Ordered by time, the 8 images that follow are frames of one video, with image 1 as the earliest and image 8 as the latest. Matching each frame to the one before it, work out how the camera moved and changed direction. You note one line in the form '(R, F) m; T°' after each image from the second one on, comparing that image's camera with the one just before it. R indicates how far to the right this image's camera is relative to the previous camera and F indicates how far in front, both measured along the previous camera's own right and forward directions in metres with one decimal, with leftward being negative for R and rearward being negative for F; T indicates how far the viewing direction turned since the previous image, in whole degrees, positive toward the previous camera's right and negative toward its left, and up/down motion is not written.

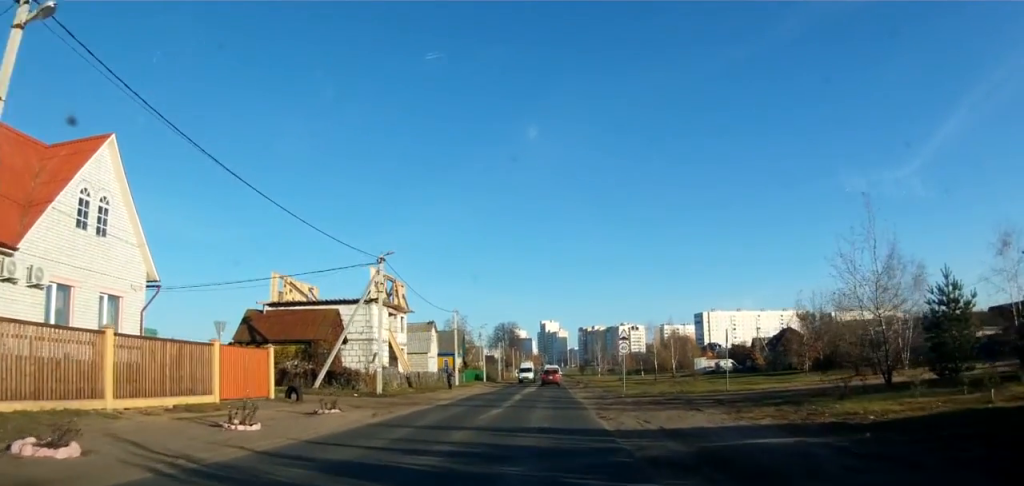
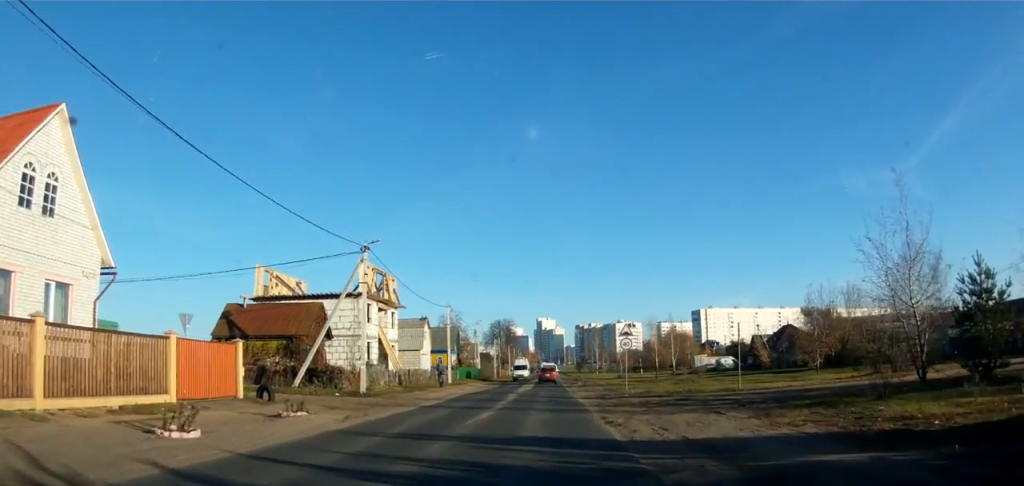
(0.0, +2.5) m; 0°
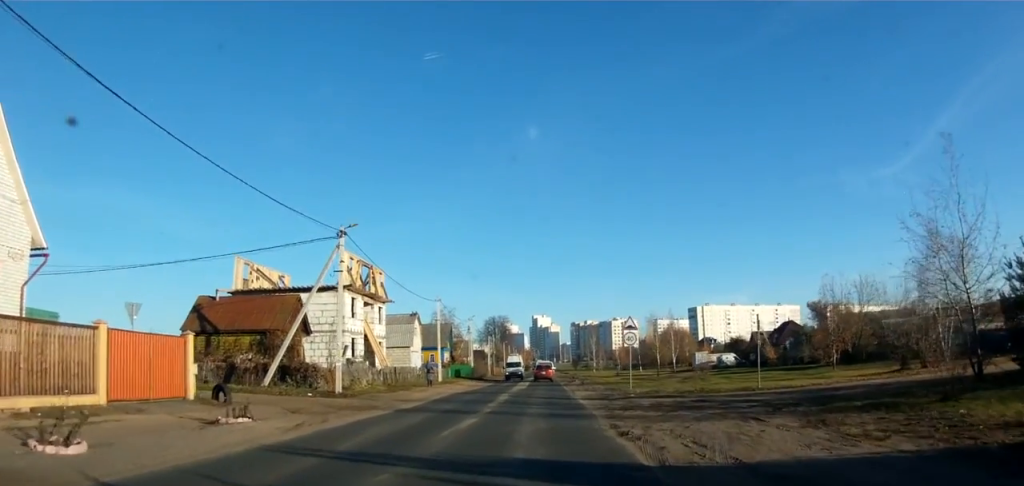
(0.0, +3.0) m; 0°
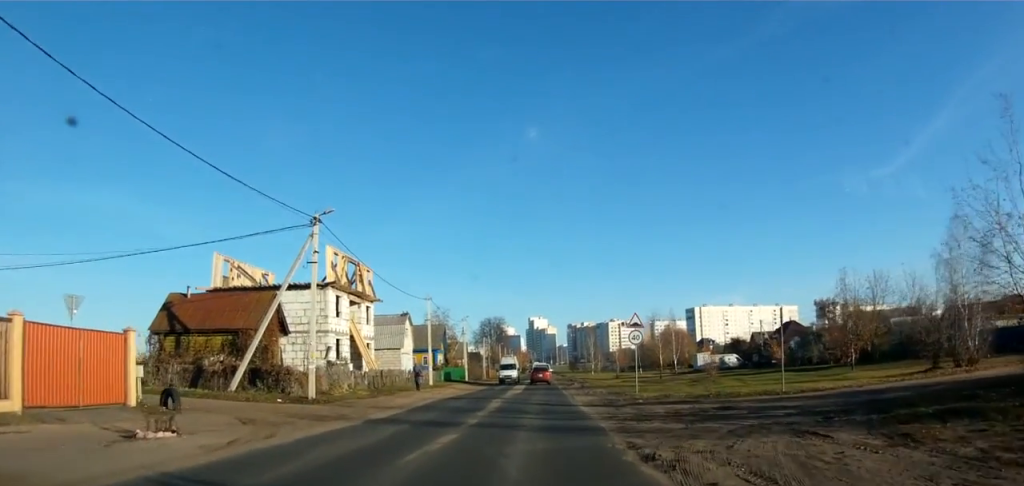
(0.0, +3.1) m; +3°
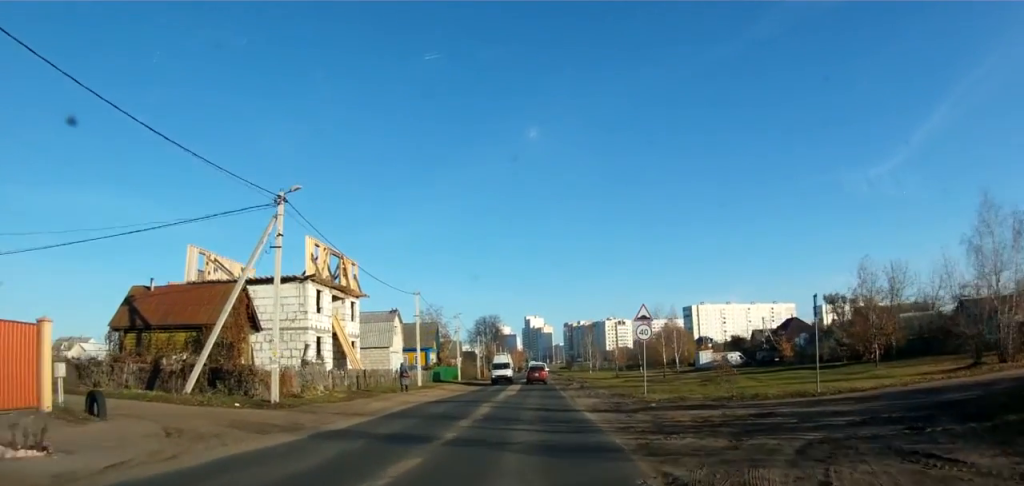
(0.0, +3.4) m; +2°
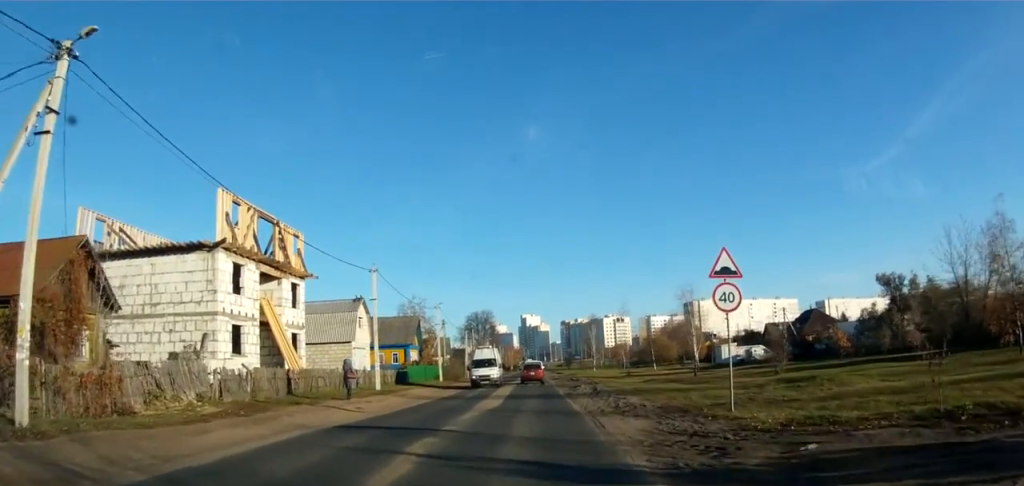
(-0.1, +12.2) m; -1°
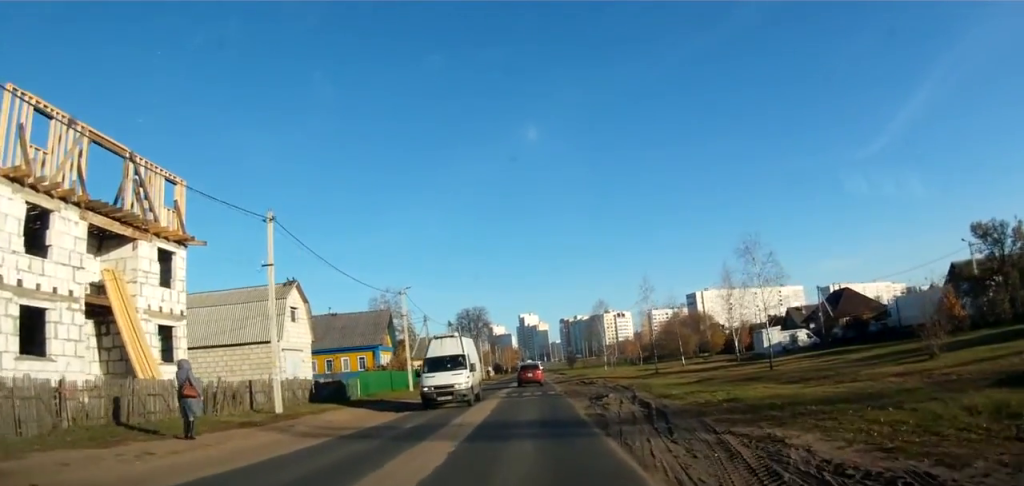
(-0.3, +13.9) m; -2°
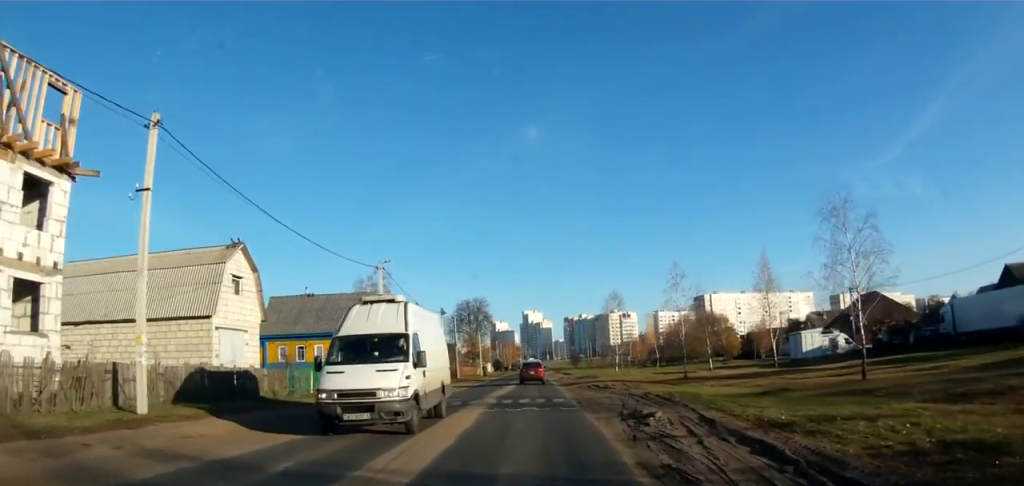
(+0.5, +8.5) m; +4°
